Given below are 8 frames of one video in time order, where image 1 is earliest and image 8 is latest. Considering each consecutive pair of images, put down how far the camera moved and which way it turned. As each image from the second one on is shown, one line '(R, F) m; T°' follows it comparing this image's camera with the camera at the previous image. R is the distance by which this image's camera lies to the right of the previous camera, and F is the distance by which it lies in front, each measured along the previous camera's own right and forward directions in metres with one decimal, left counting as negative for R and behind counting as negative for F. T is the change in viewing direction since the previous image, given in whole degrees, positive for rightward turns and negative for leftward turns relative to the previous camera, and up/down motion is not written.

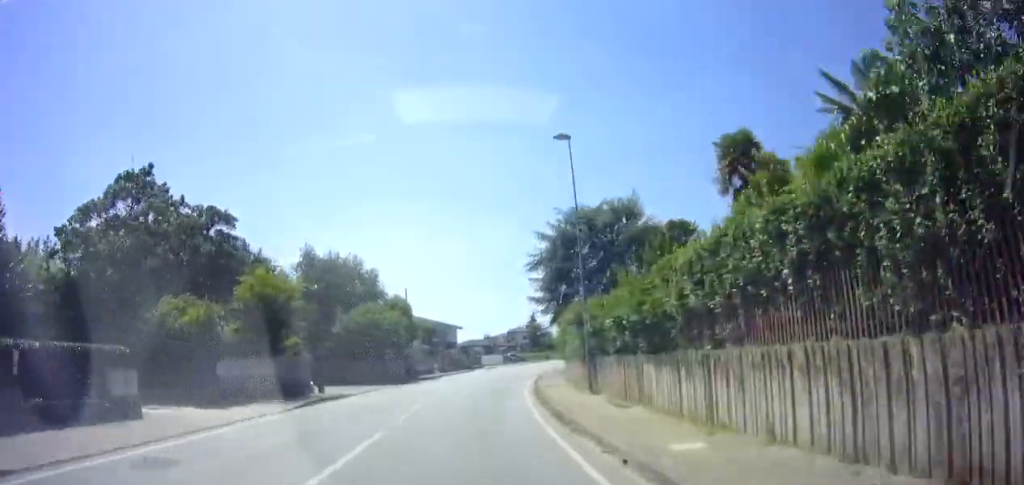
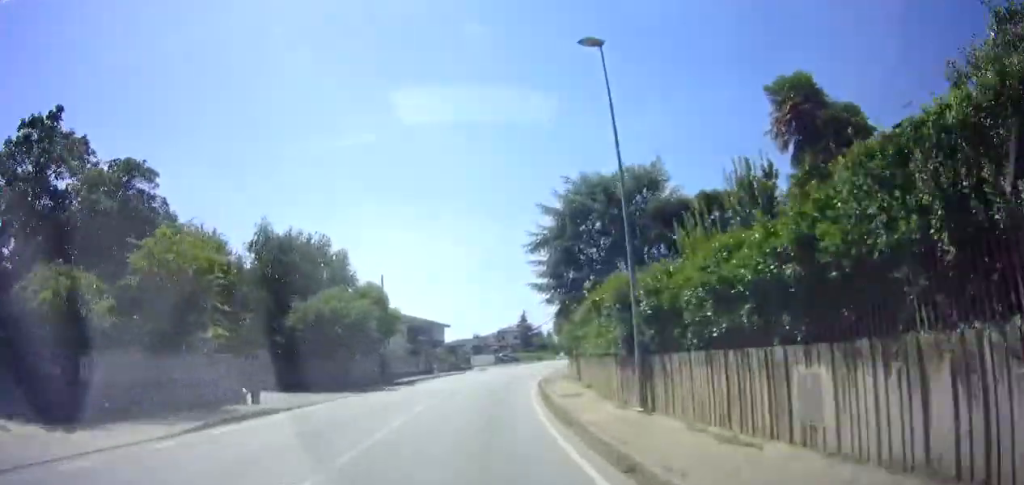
(+0.1, +6.3) m; +2°
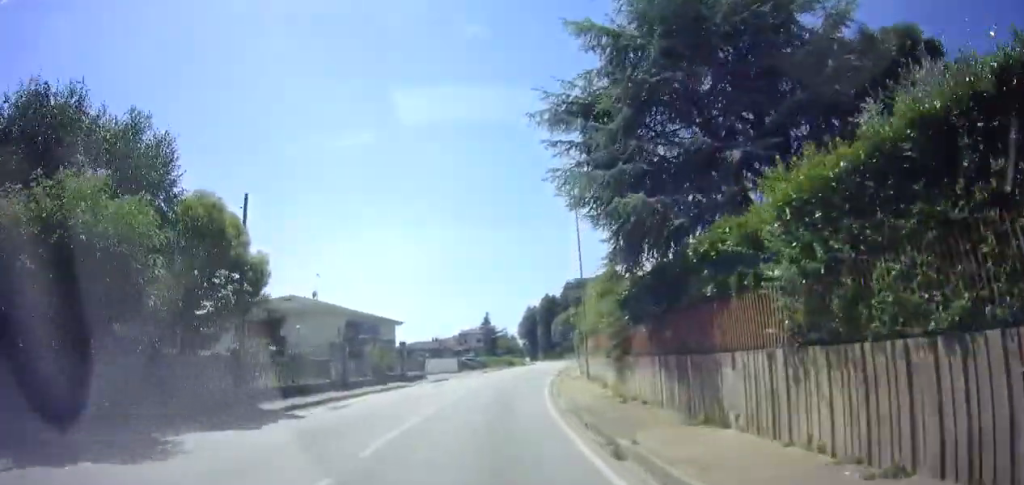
(+1.1, +16.7) m; +6°
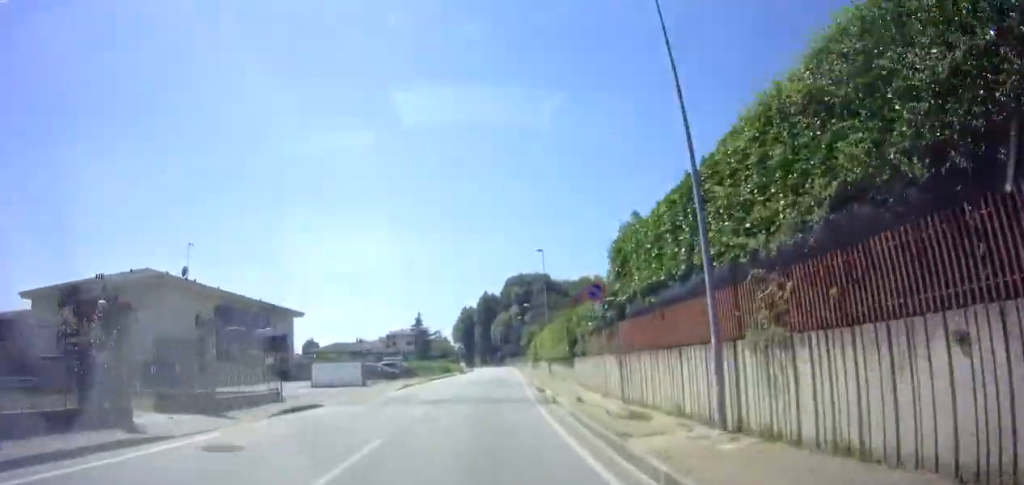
(+0.8, +19.1) m; +5°
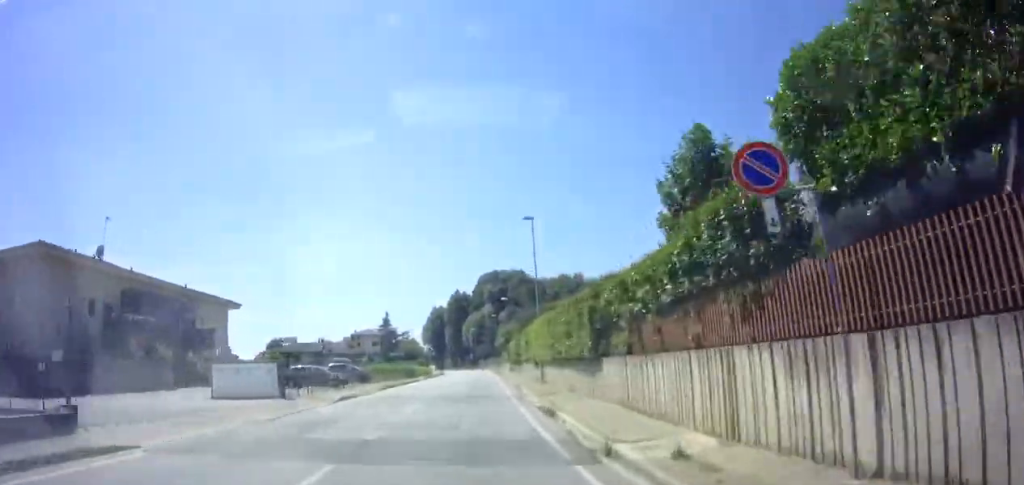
(+0.2, +10.1) m; +2°
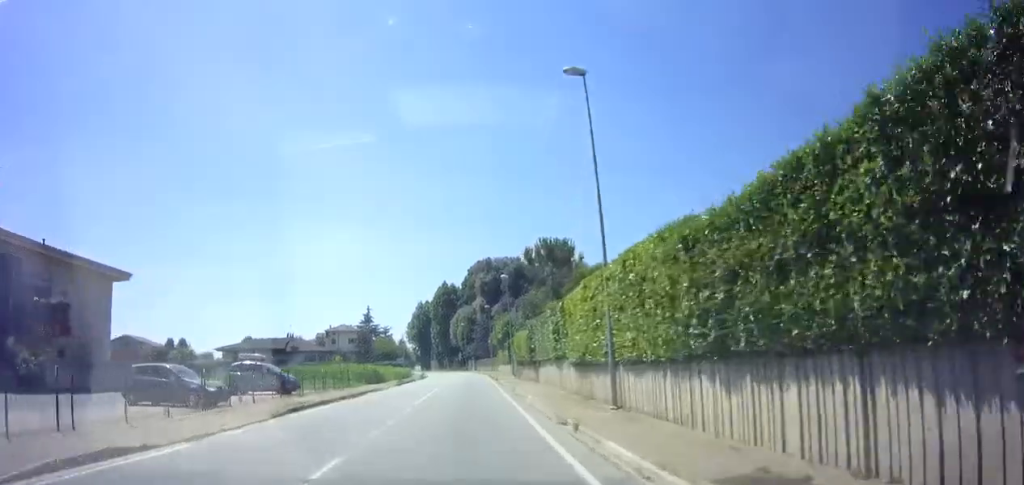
(+0.3, +15.9) m; 0°
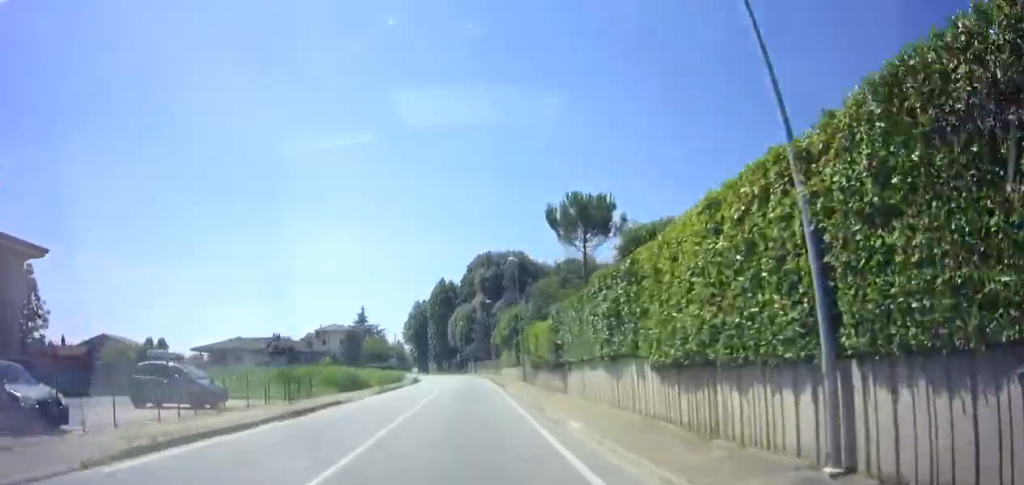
(+0.1, +8.2) m; -1°
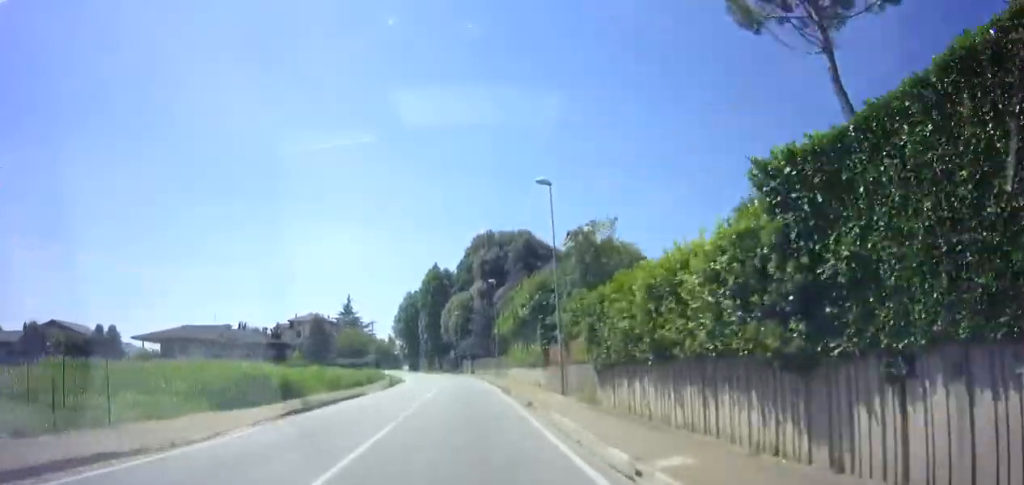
(-0.3, +15.4) m; 0°
